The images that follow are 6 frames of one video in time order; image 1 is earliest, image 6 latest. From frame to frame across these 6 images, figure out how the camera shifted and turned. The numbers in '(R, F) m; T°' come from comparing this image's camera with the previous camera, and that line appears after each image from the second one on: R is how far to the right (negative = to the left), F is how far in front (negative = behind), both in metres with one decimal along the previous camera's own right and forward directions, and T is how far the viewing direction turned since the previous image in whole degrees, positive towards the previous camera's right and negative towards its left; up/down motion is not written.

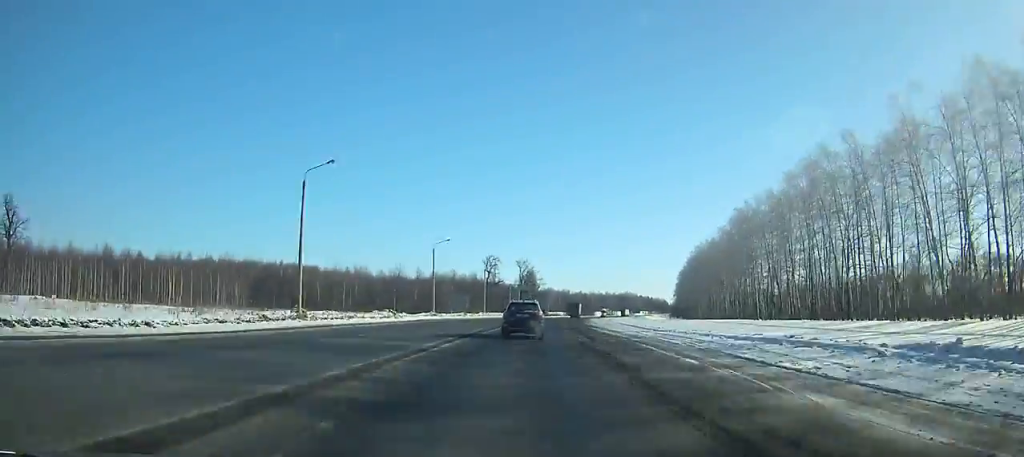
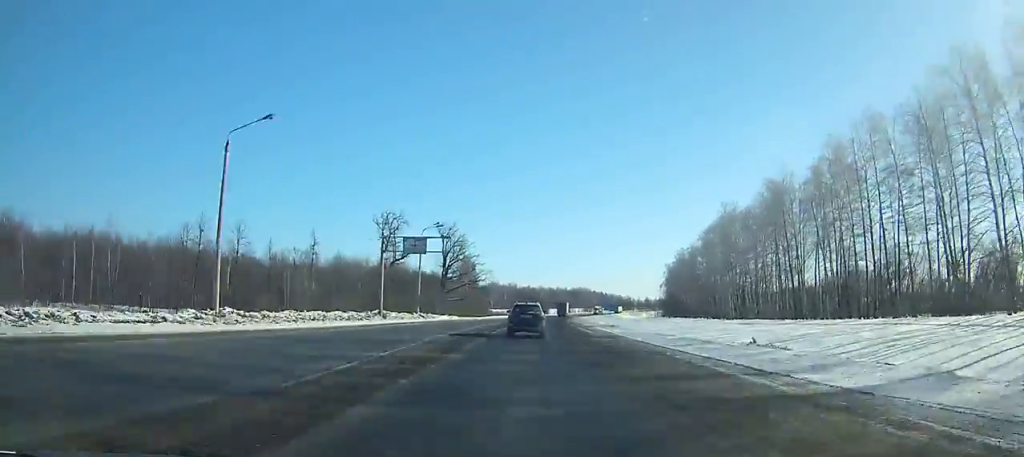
(+3.5, +82.2) m; +5°
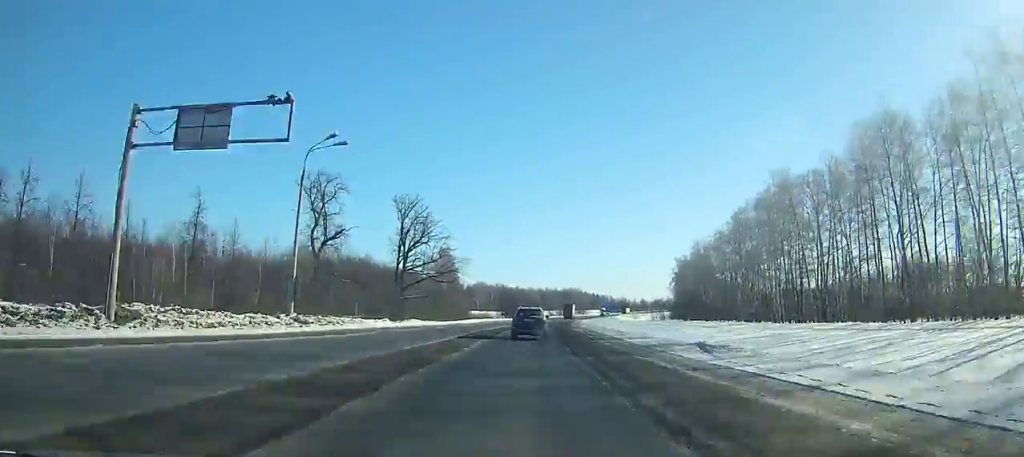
(+0.8, +33.5) m; +2°
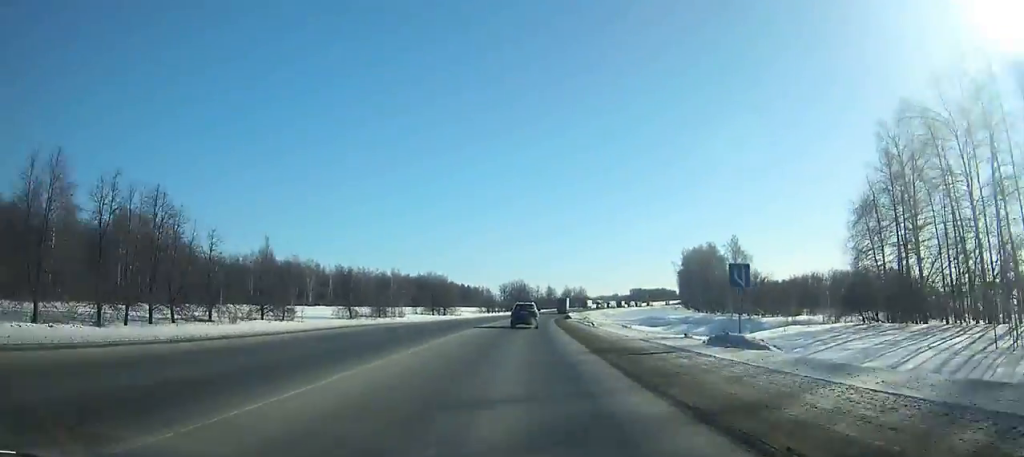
(+21.7, +219.7) m; +12°
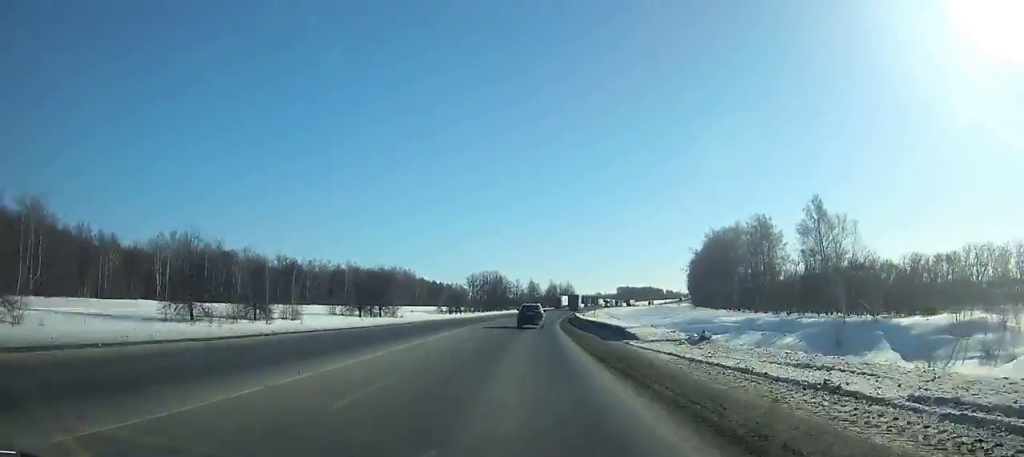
(+1.7, +56.3) m; +3°
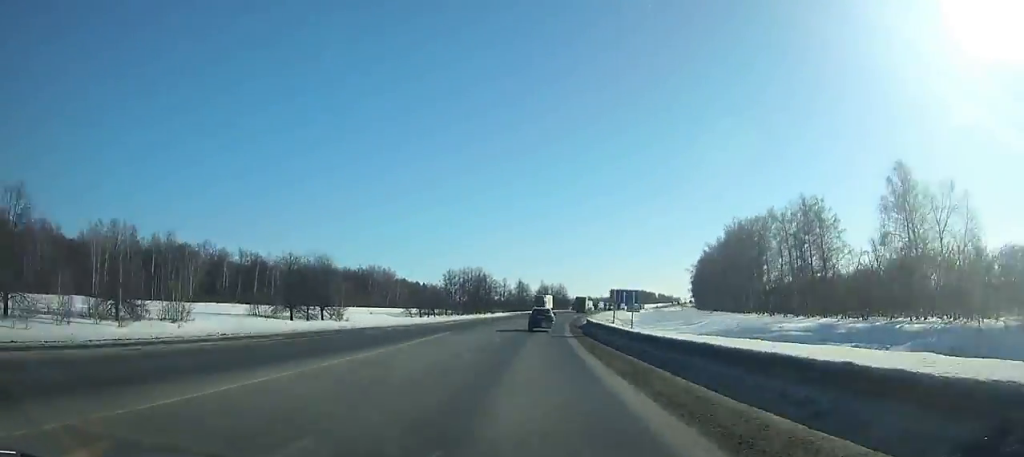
(0.0, +28.5) m; +2°
